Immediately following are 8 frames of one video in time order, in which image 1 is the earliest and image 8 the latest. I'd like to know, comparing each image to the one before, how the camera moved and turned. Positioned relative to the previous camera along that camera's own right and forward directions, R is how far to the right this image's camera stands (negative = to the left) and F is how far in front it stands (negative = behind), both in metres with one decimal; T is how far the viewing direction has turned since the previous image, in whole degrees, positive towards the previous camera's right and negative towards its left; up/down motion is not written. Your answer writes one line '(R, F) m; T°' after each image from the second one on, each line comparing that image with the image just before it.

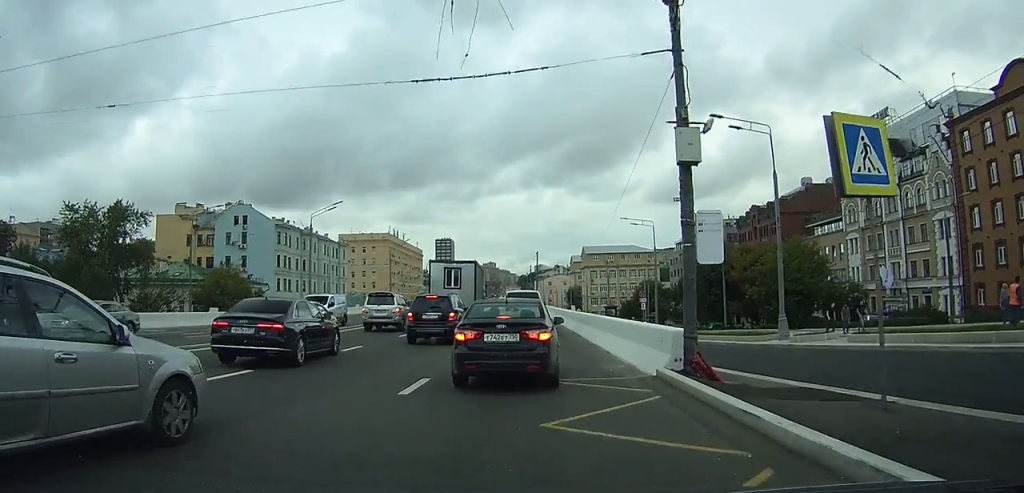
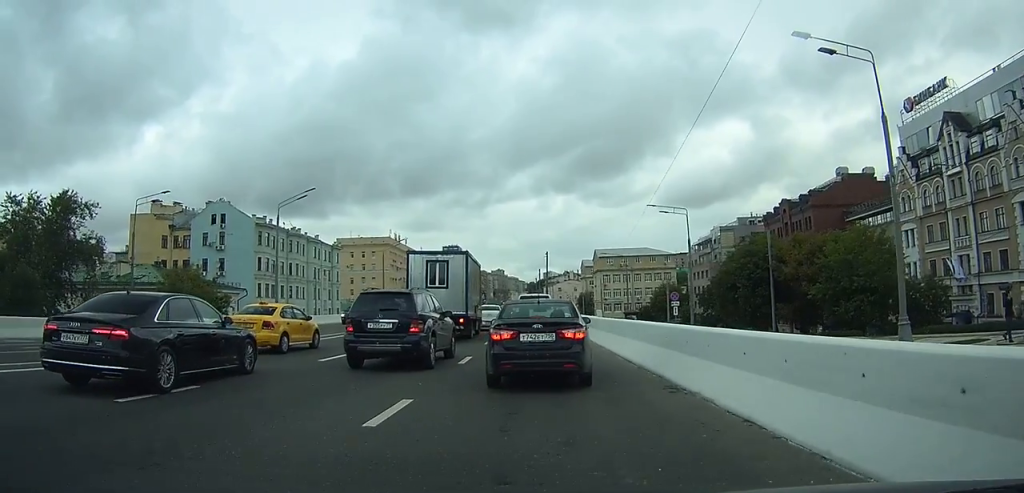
(0.0, +10.2) m; 0°
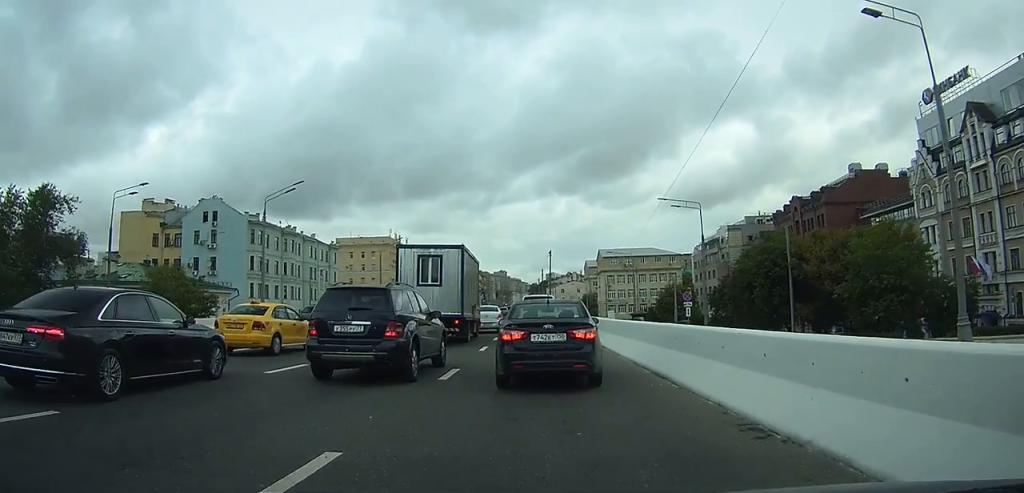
(0.0, +3.4) m; 0°
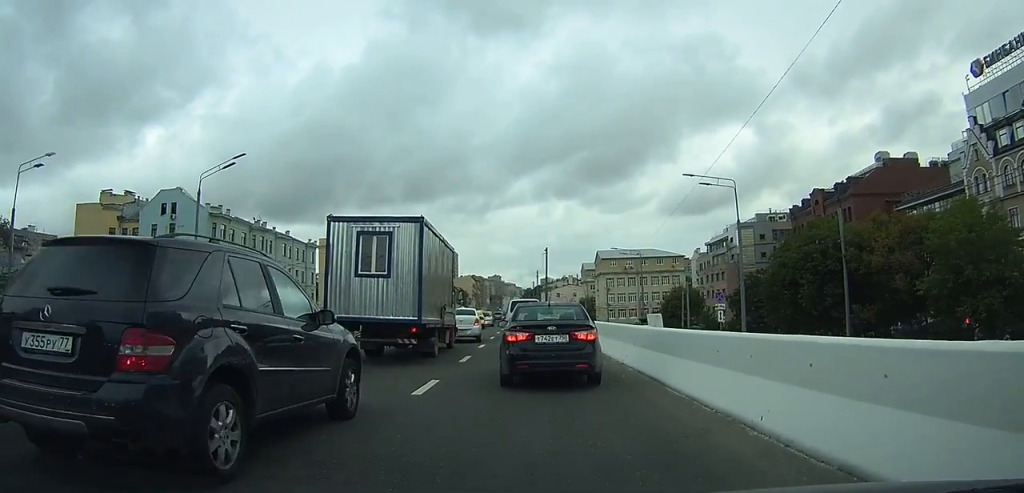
(+0.1, +10.3) m; 0°
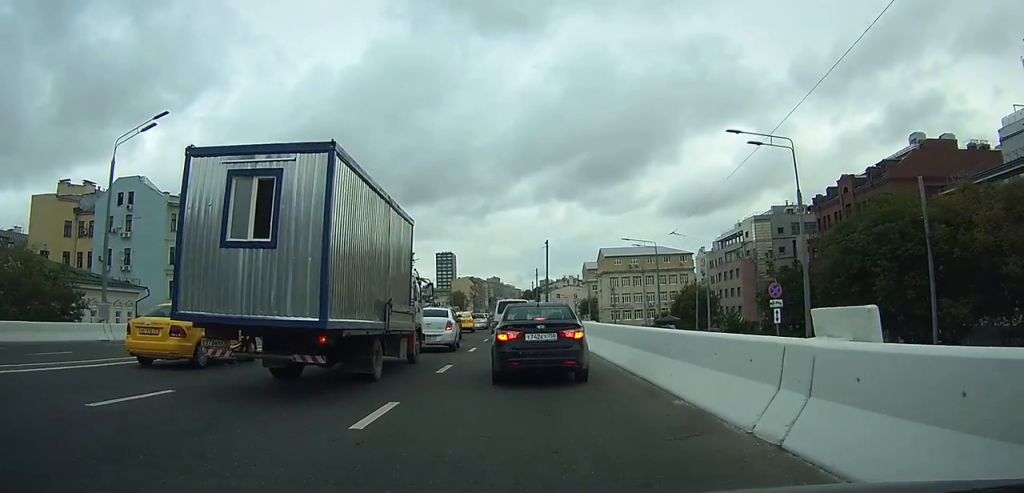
(0.0, +9.2) m; +1°
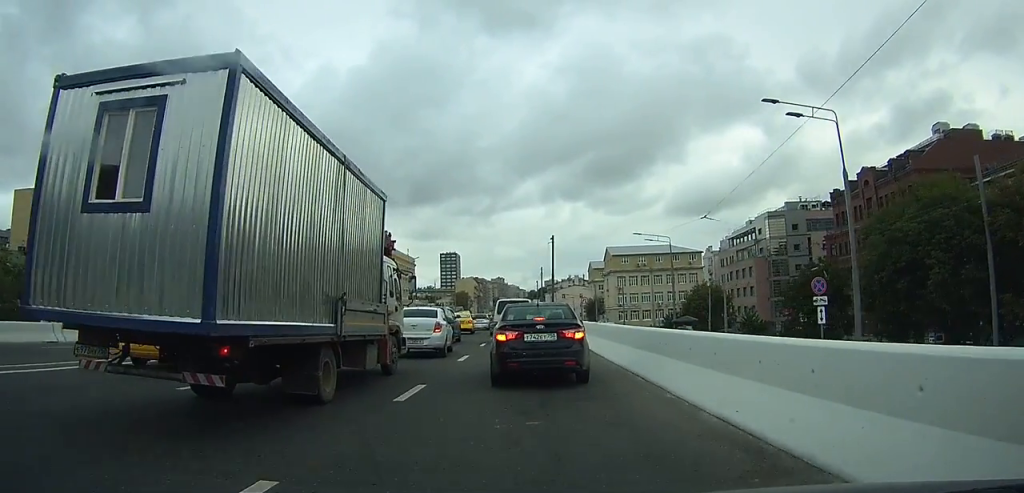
(0.0, +3.9) m; 0°
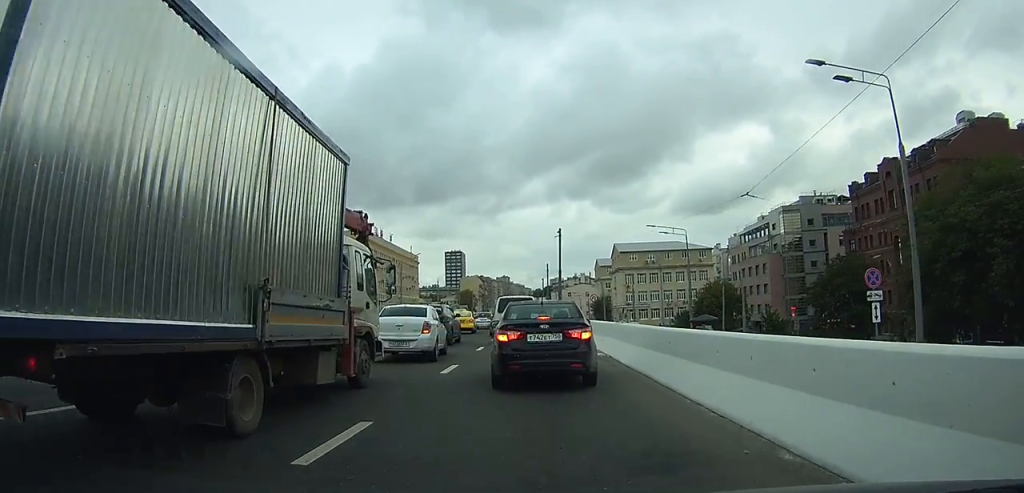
(+0.1, +3.6) m; 0°
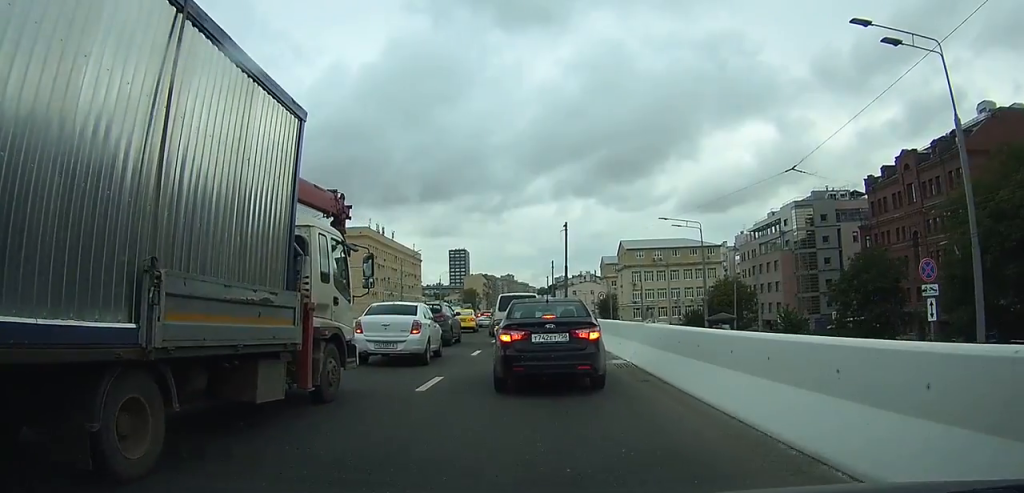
(0.0, +2.9) m; 0°
